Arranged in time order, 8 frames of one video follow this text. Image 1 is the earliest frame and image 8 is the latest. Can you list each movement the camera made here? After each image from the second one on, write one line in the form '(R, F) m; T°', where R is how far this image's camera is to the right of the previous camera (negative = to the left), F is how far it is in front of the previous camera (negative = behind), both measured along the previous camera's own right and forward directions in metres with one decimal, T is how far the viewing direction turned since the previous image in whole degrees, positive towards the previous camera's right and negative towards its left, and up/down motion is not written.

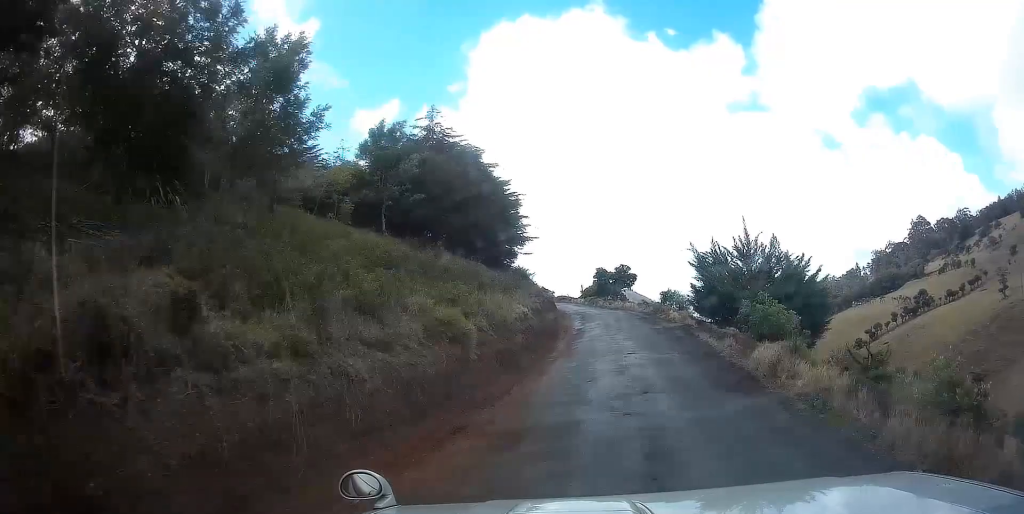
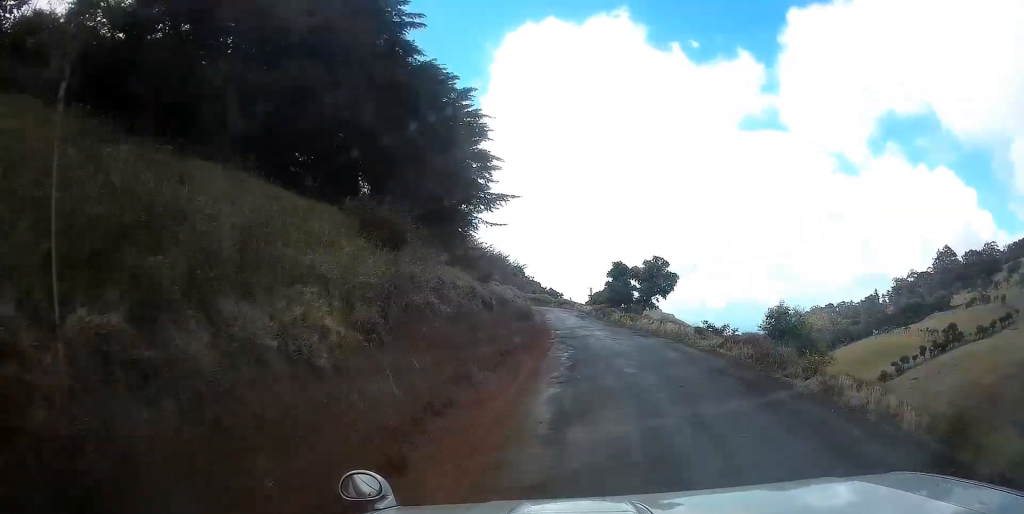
(+0.6, +22.0) m; +1°
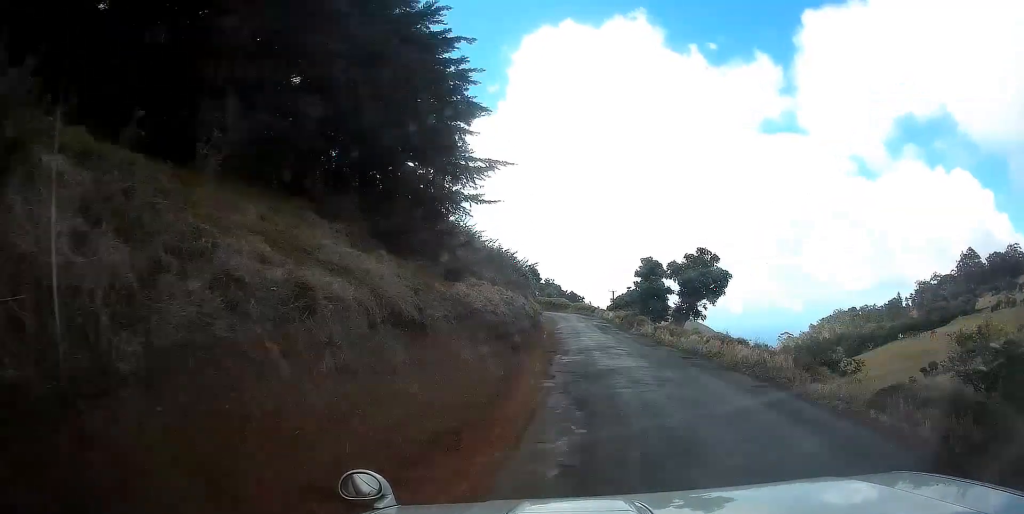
(0.0, +8.8) m; -2°
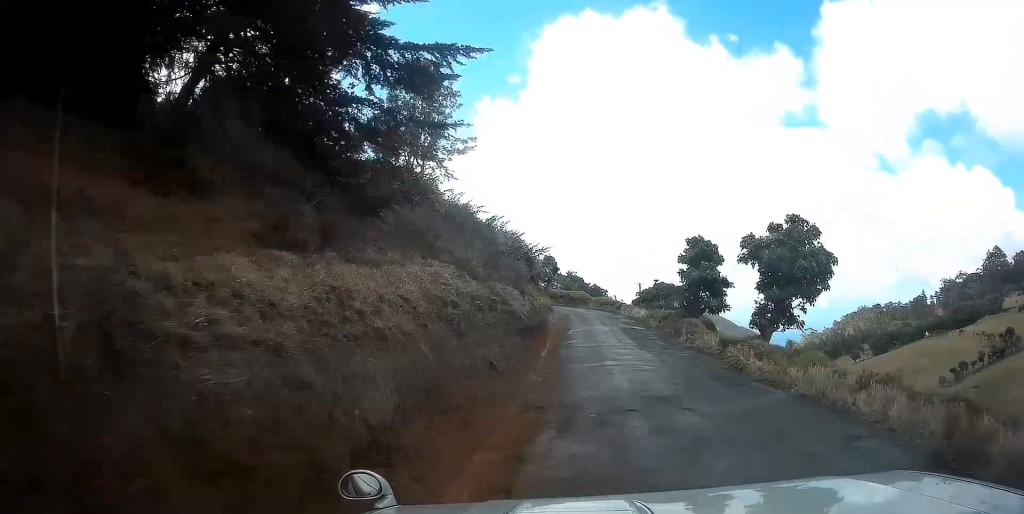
(-0.3, +9.4) m; -2°
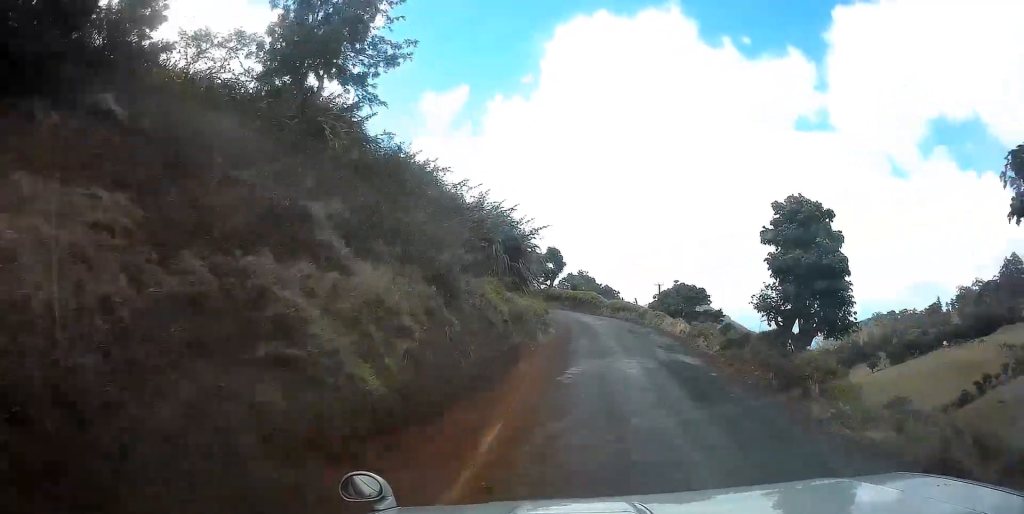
(-0.2, +11.3) m; -2°
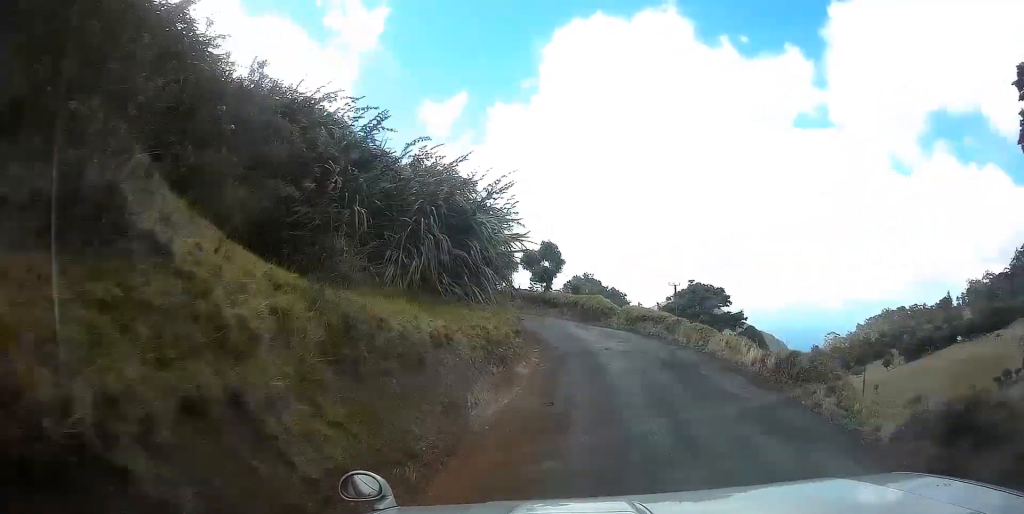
(-0.1, +9.9) m; -2°
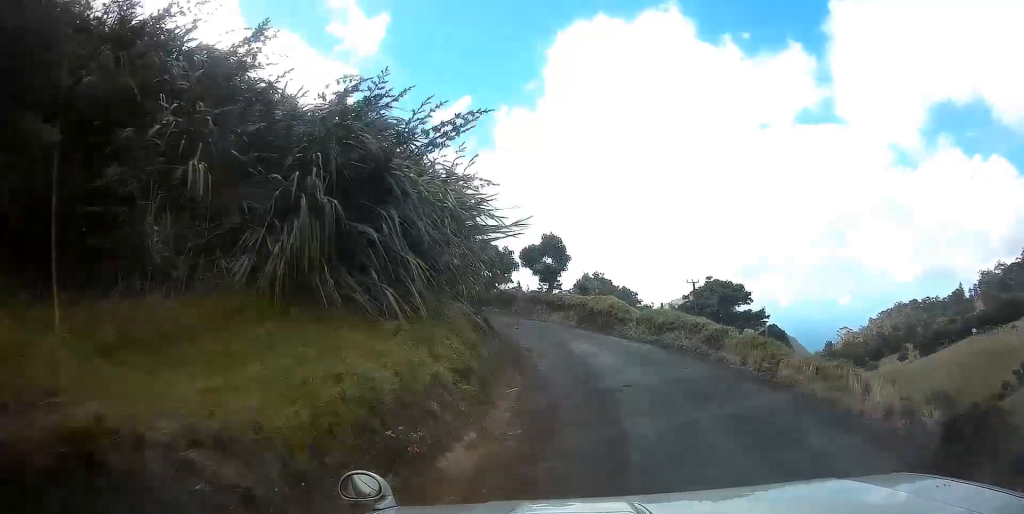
(+0.1, +5.8) m; -1°
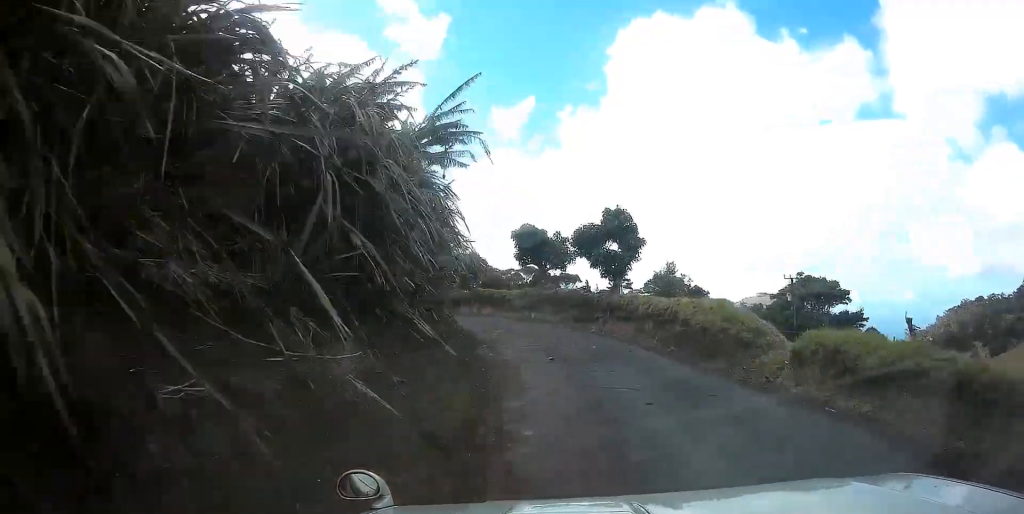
(-0.4, +11.2) m; -6°
